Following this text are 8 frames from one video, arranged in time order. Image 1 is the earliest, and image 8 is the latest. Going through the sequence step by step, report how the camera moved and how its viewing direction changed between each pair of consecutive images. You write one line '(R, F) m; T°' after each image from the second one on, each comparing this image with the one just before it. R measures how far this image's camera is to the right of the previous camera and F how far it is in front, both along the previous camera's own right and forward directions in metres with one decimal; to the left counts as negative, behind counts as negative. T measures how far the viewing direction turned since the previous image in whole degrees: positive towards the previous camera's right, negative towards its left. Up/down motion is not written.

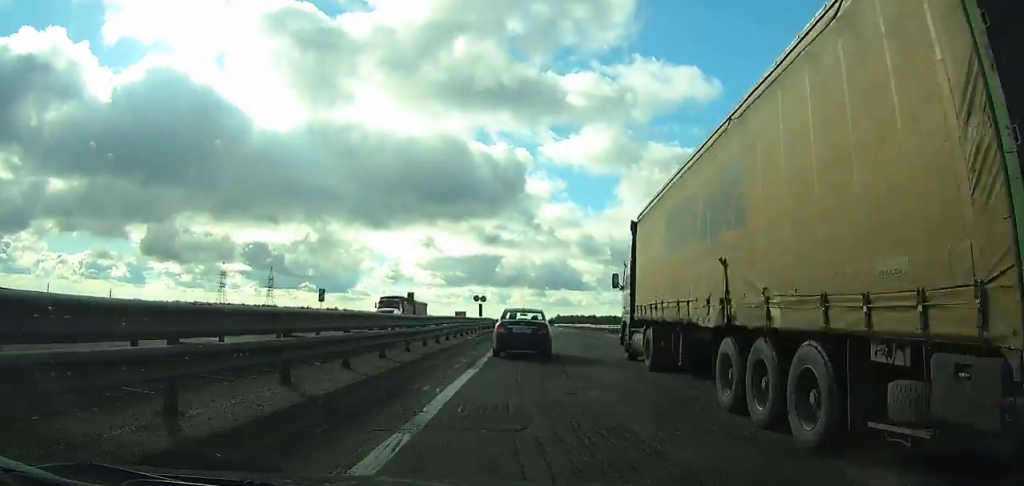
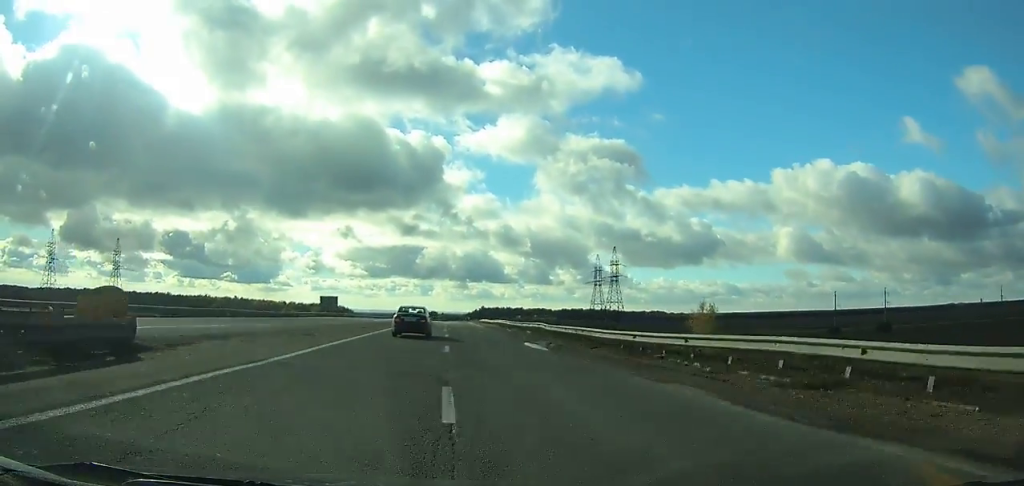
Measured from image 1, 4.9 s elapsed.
(+3.6, +85.2) m; +3°
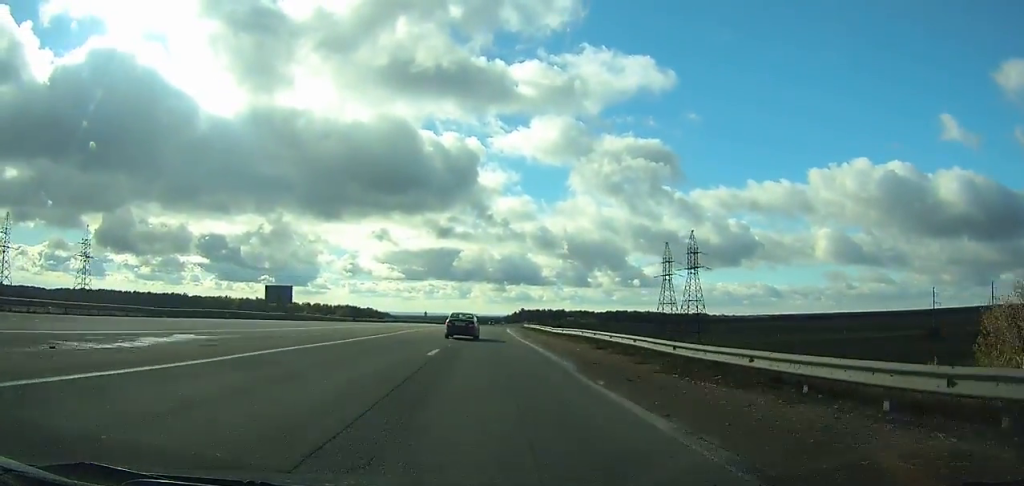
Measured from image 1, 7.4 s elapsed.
(-0.2, +46.1) m; 0°
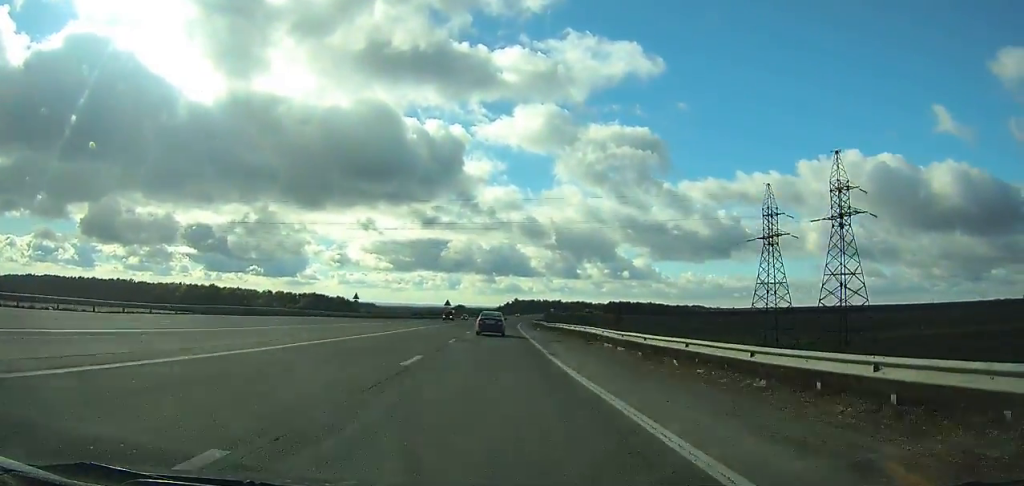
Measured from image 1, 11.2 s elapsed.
(-0.5, +75.3) m; 0°
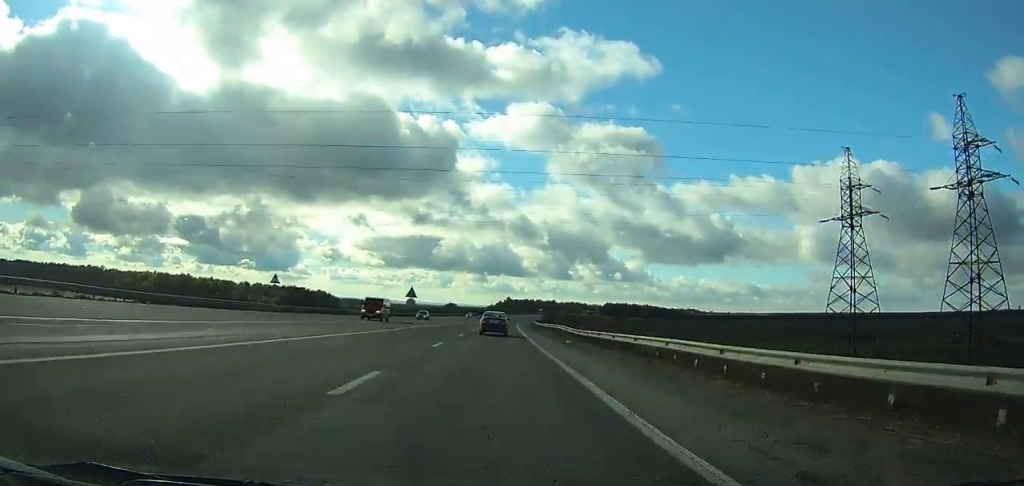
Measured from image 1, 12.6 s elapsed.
(+0.2, +29.9) m; +1°
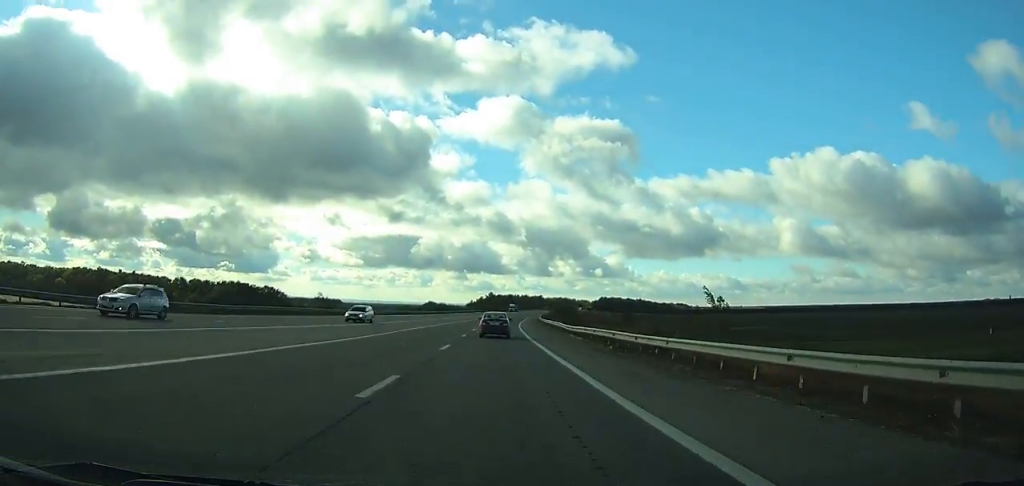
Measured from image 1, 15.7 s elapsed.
(+1.0, +68.7) m; +2°
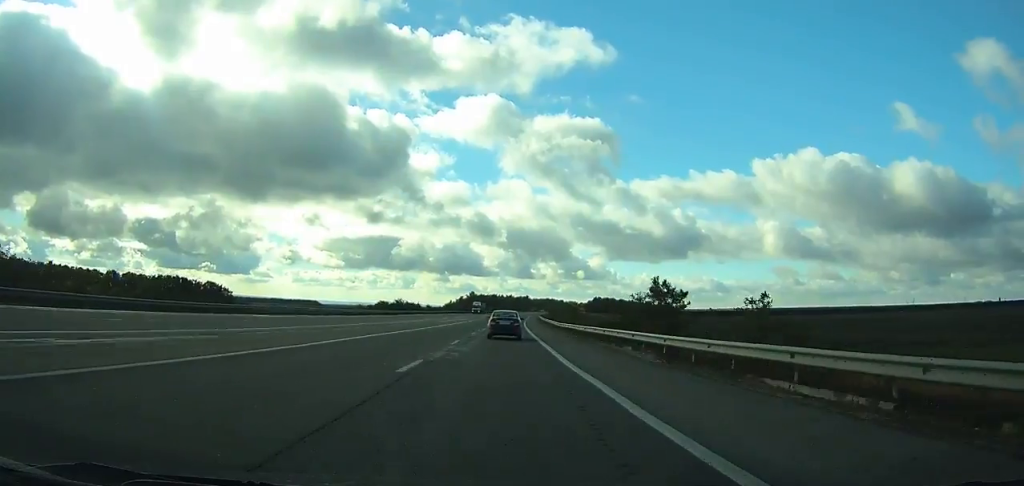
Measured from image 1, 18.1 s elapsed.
(+0.5, +54.9) m; +2°
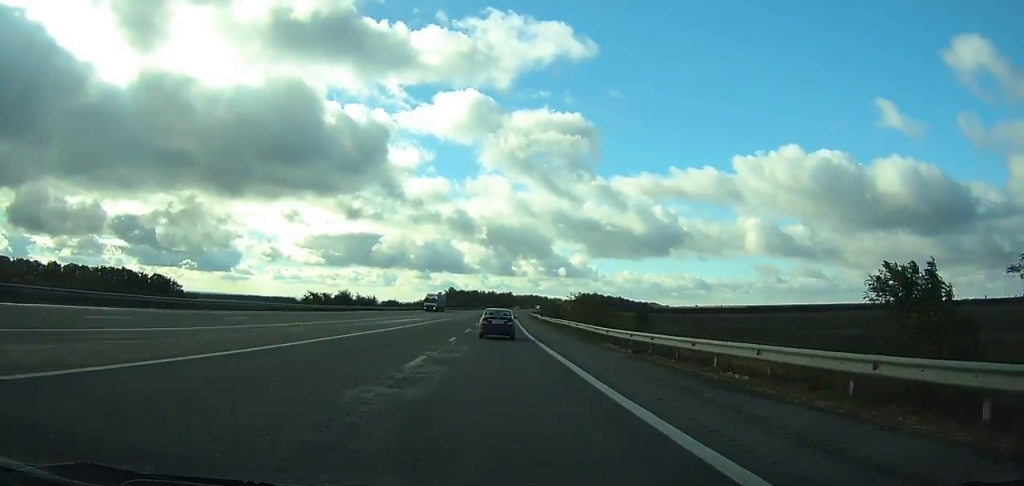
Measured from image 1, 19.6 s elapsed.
(+0.6, +34.7) m; +1°
